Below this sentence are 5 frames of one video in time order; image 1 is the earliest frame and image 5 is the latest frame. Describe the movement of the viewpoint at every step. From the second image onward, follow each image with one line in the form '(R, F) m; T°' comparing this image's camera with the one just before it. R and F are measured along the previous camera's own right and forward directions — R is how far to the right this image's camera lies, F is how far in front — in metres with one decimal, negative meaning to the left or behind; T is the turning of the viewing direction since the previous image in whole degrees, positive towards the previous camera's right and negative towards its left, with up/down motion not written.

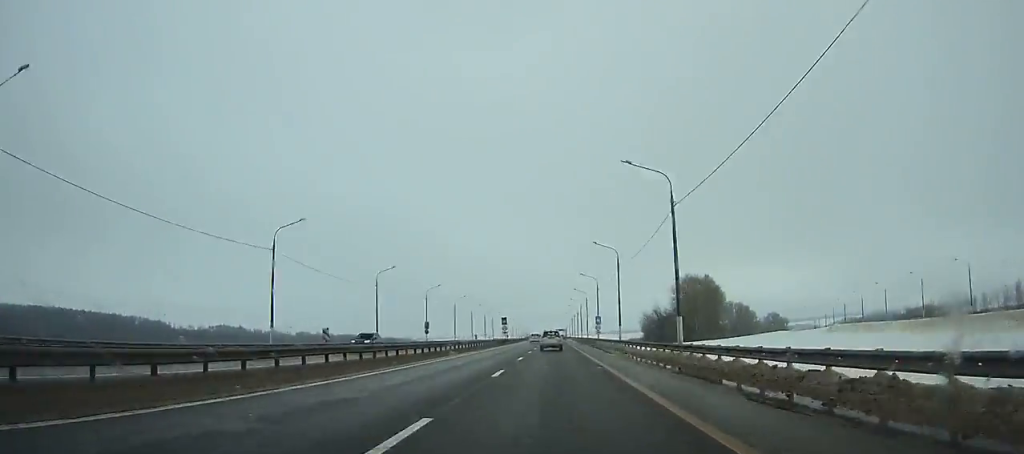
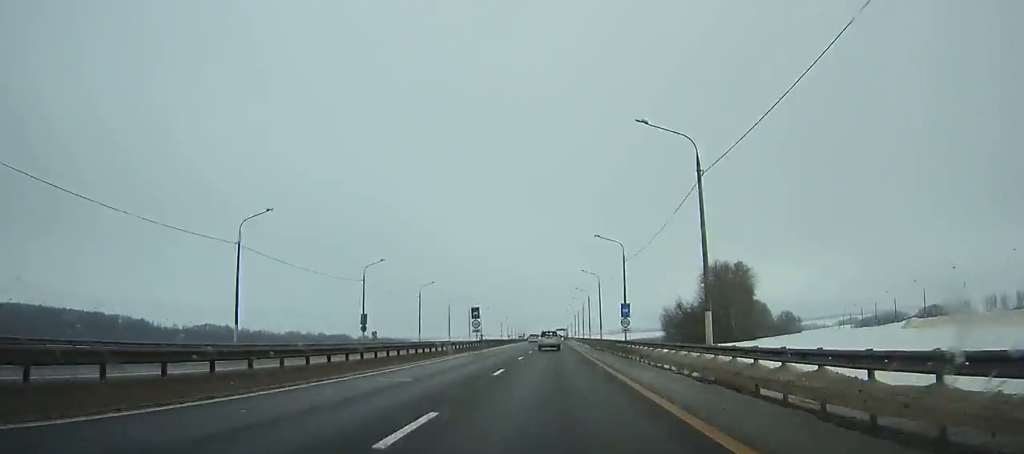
(-0.1, +36.3) m; 0°
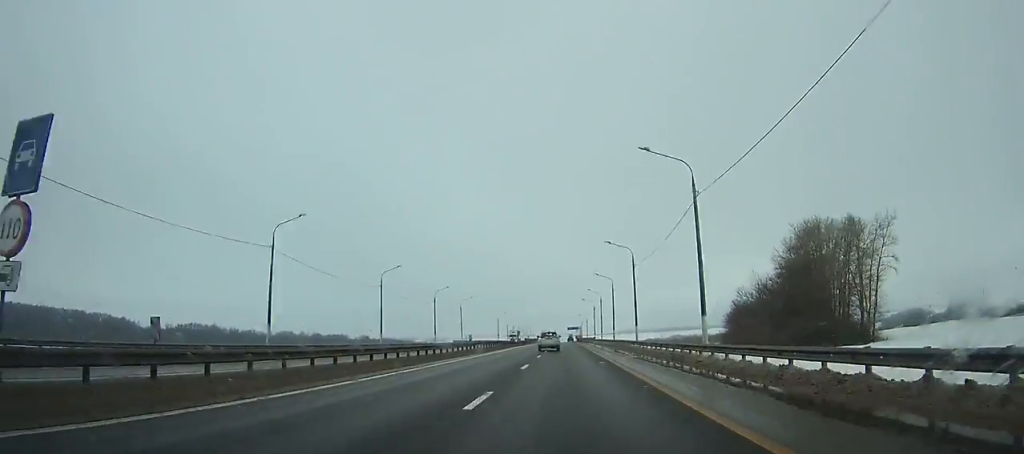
(-0.2, +55.5) m; 0°
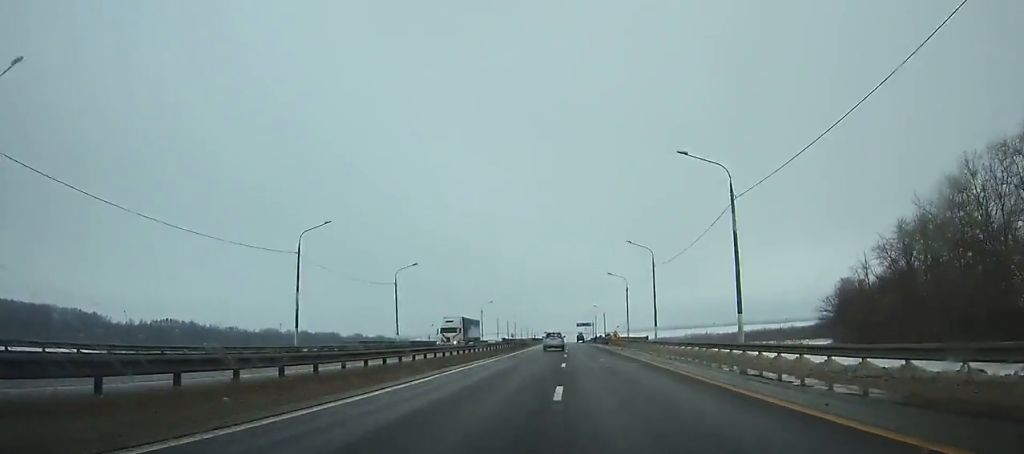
(-0.3, +60.3) m; 0°
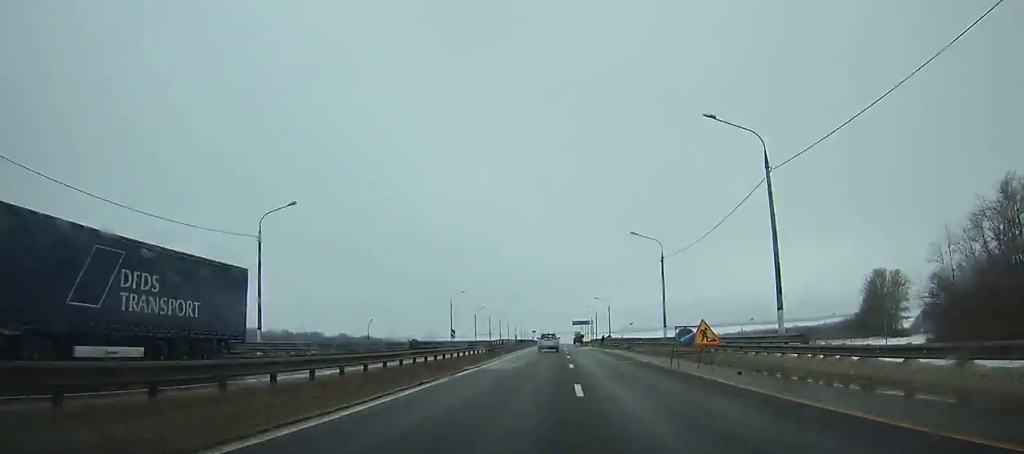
(-0.1, +35.5) m; 0°
